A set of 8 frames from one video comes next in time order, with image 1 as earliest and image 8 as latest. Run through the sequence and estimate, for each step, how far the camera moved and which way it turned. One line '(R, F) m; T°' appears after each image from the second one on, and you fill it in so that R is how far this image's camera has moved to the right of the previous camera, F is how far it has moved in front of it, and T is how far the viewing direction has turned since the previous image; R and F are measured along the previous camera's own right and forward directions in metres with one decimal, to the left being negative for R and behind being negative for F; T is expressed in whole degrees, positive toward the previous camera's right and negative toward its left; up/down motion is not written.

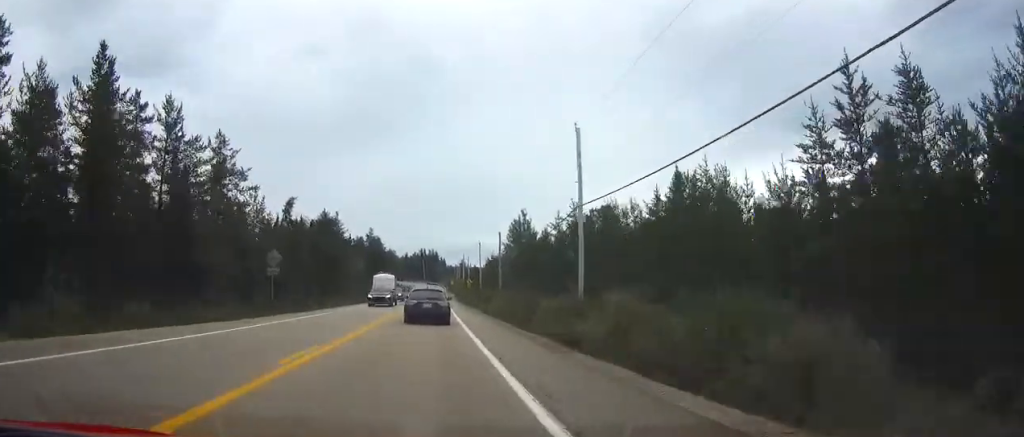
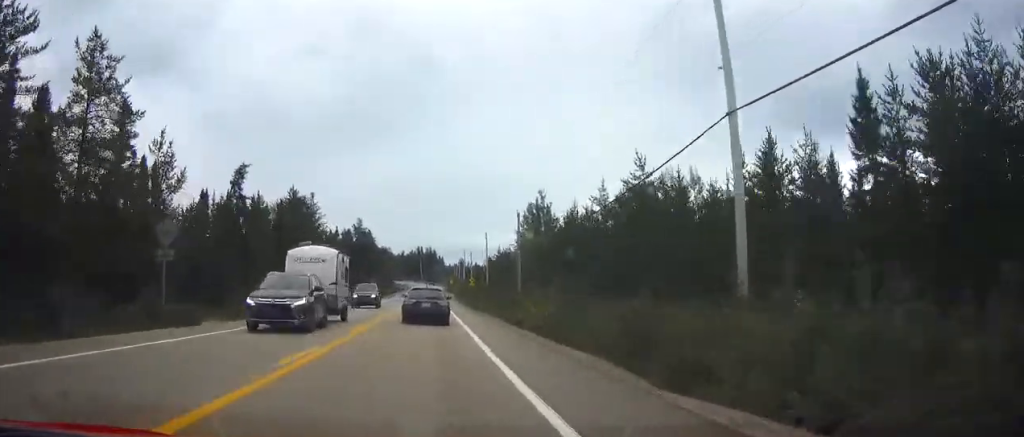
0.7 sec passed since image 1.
(0.0, +18.4) m; 0°
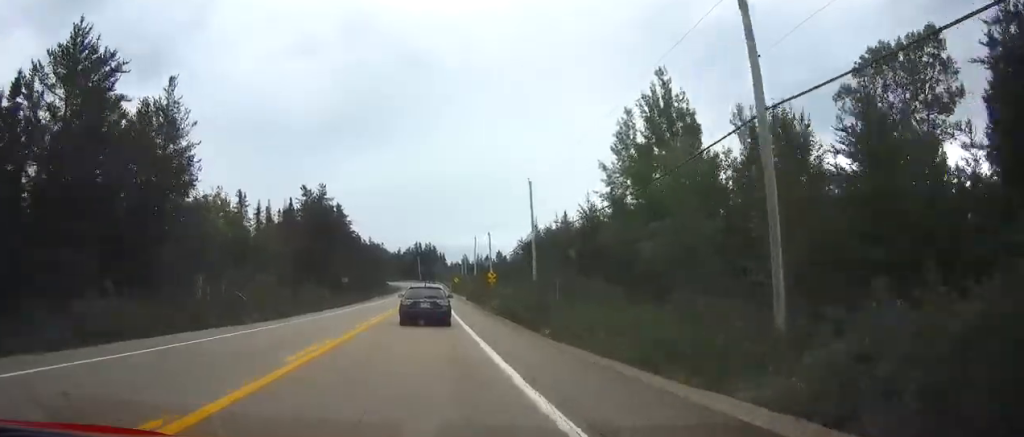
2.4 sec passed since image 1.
(+0.1, +44.8) m; 0°
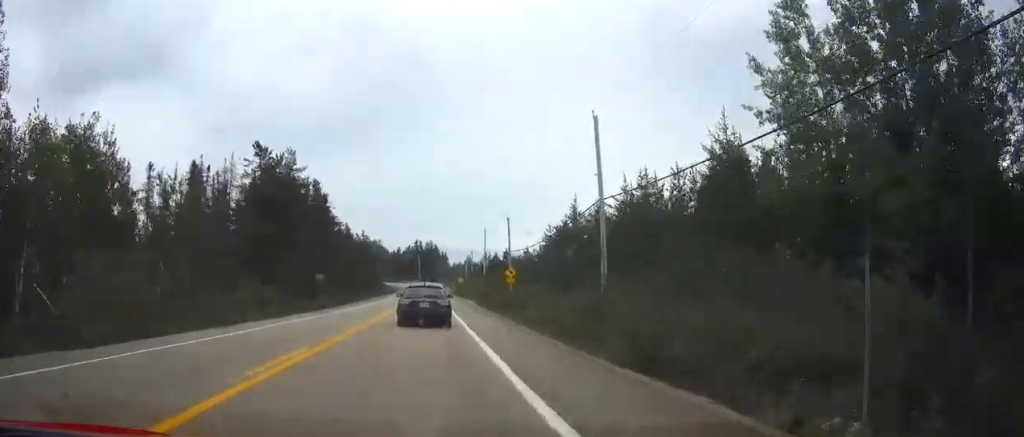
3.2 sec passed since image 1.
(0.0, +20.9) m; 0°
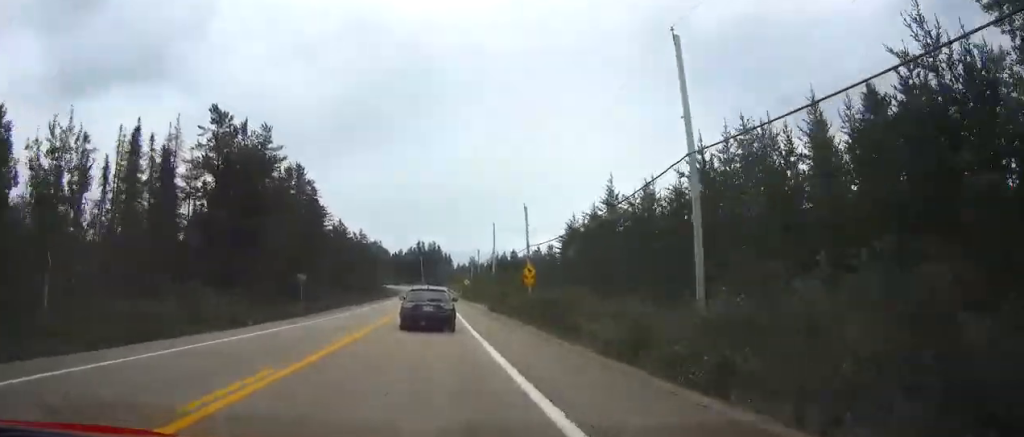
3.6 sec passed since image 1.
(0.0, +11.2) m; 0°
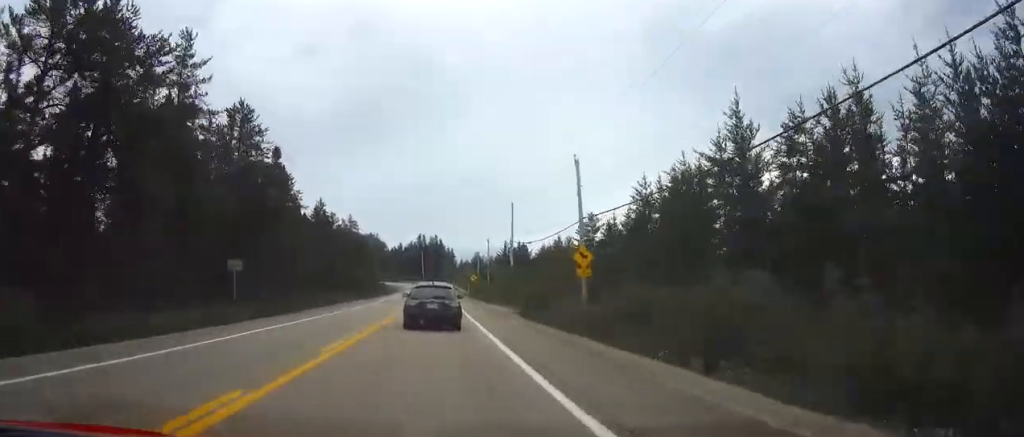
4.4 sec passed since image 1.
(-0.1, +20.6) m; 0°
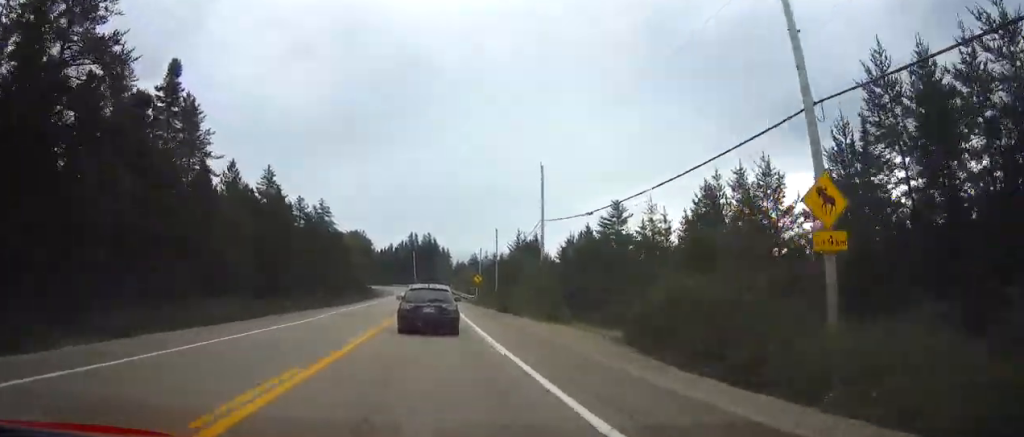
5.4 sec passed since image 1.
(+0.1, +25.4) m; 0°
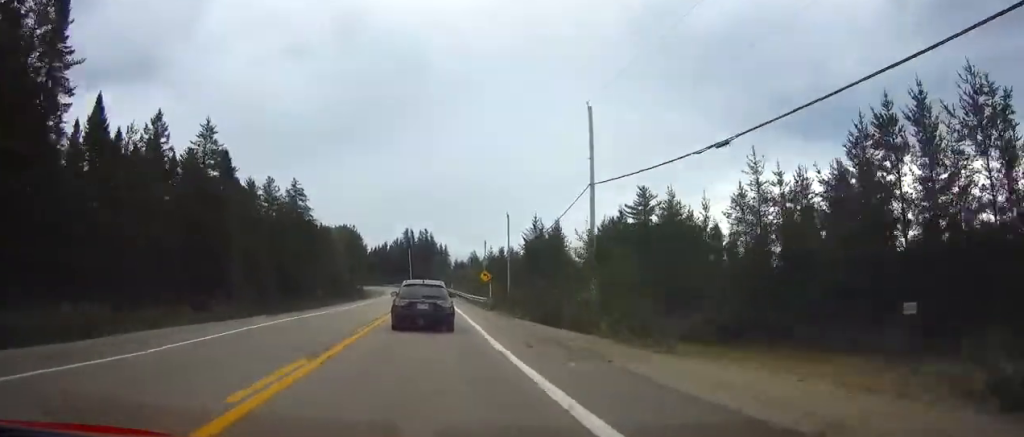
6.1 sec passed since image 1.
(0.0, +17.5) m; 0°
